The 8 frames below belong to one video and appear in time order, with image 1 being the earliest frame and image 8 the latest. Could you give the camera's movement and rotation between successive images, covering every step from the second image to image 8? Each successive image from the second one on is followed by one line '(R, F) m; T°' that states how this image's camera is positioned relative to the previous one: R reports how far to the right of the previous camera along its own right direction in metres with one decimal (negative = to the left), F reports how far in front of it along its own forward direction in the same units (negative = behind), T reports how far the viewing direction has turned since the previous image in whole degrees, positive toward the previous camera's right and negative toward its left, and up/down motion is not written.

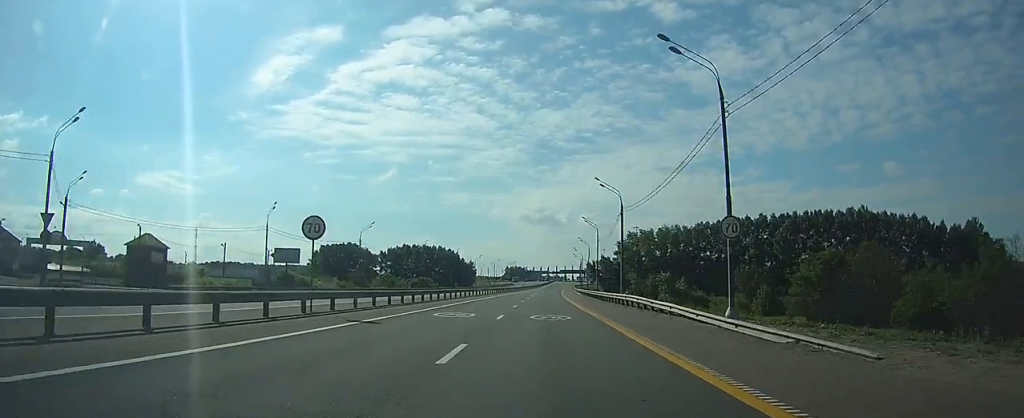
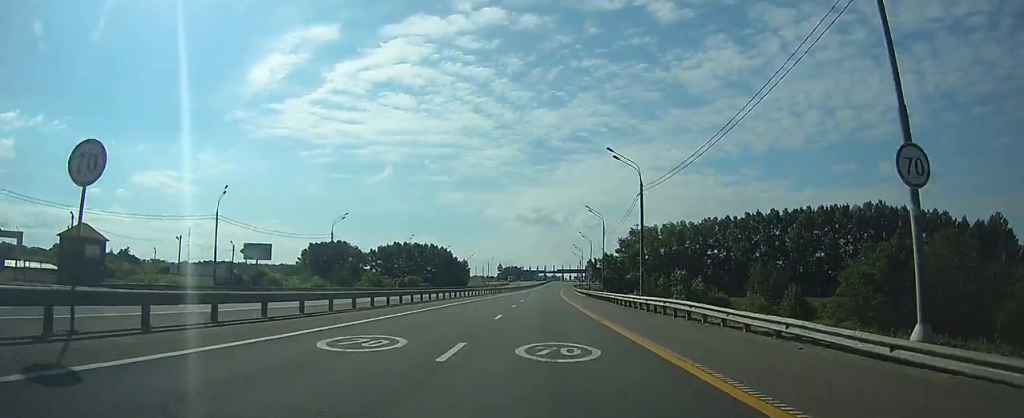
(0.0, +12.1) m; 0°
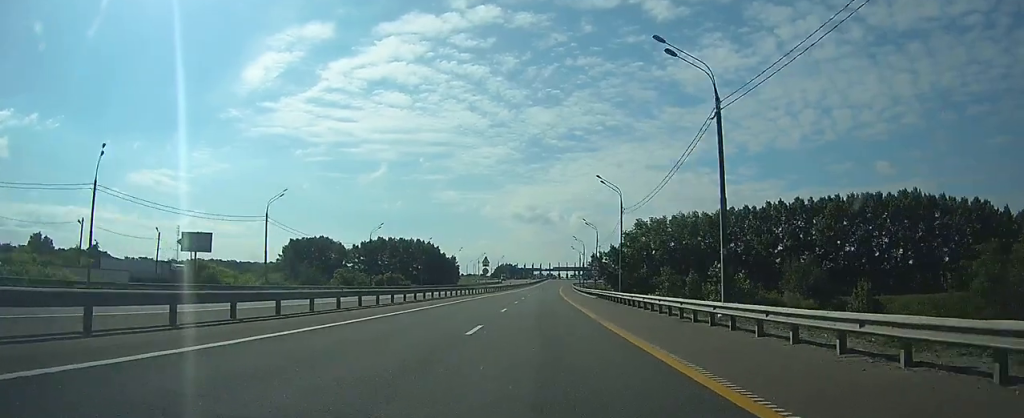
(0.0, +20.0) m; 0°
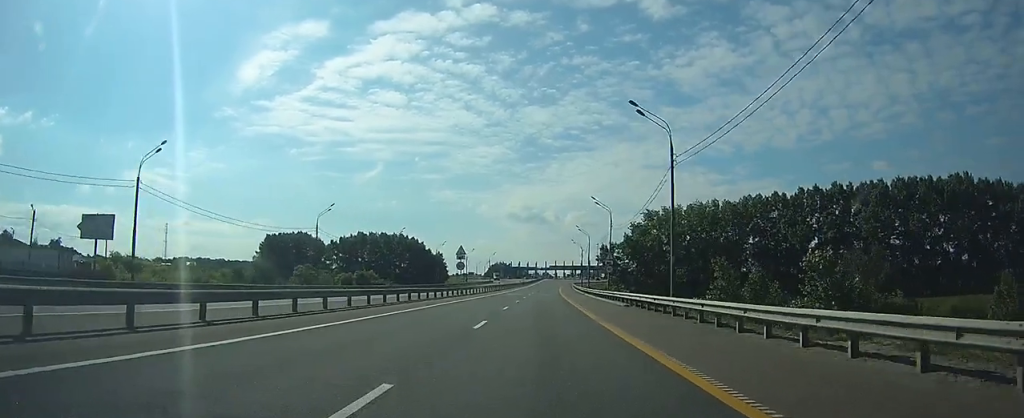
(+0.1, +22.6) m; +1°
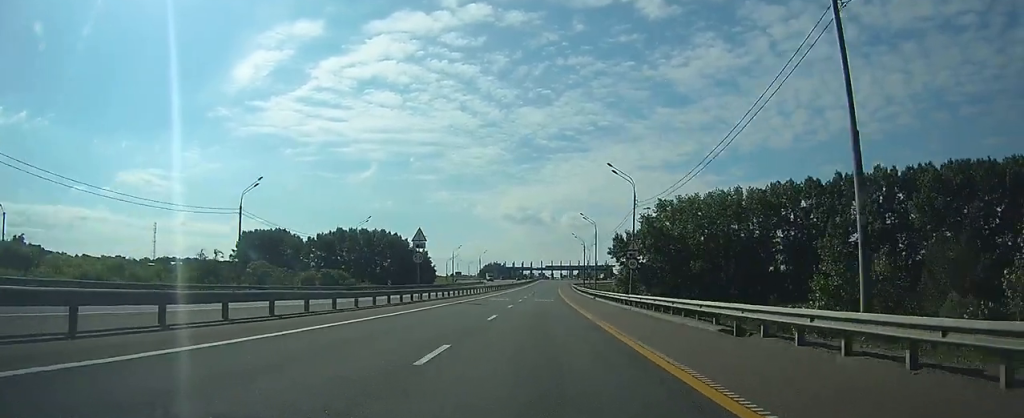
(+0.1, +19.9) m; 0°
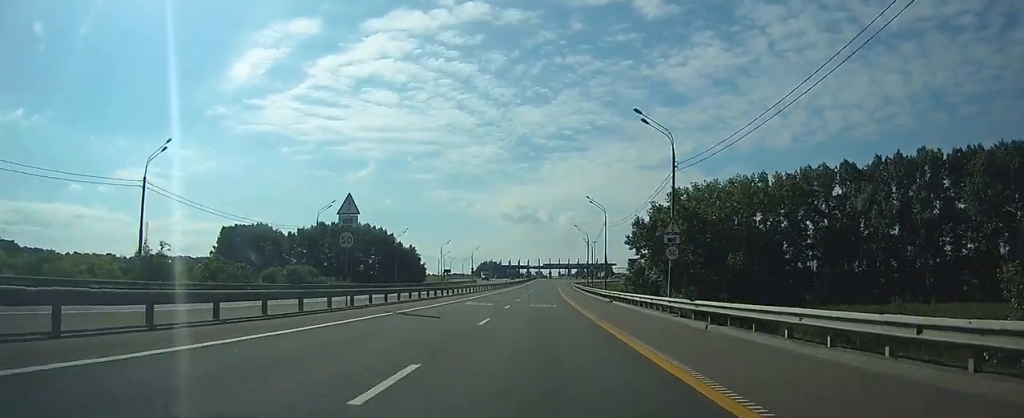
(0.0, +15.7) m; 0°
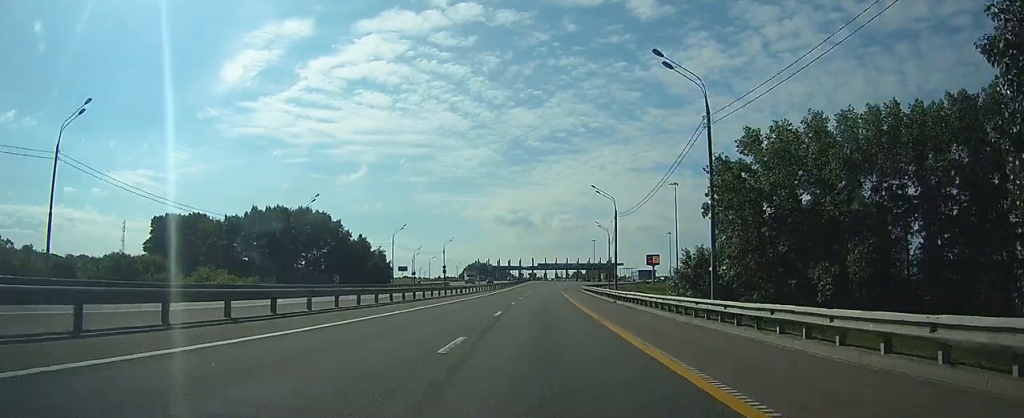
(+0.3, +45.8) m; +1°
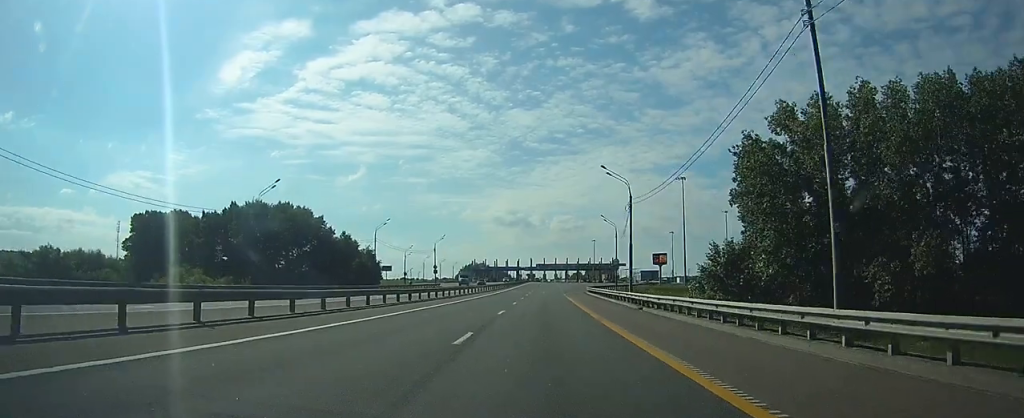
(+0.1, +10.9) m; 0°
